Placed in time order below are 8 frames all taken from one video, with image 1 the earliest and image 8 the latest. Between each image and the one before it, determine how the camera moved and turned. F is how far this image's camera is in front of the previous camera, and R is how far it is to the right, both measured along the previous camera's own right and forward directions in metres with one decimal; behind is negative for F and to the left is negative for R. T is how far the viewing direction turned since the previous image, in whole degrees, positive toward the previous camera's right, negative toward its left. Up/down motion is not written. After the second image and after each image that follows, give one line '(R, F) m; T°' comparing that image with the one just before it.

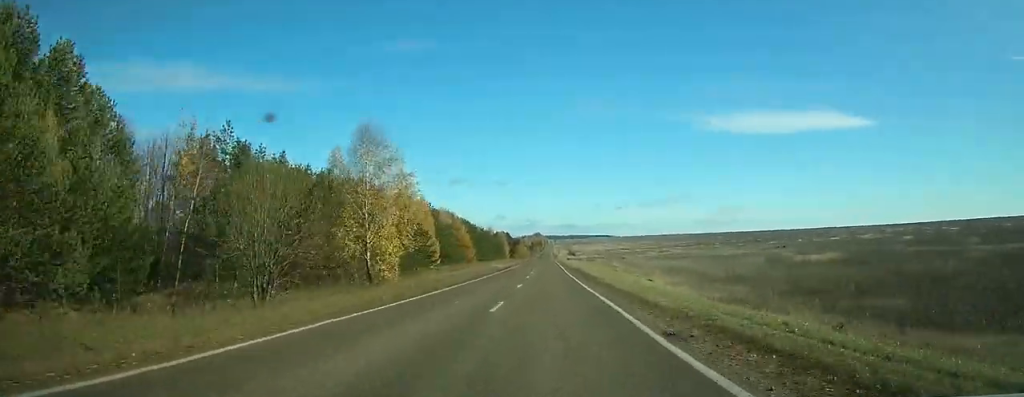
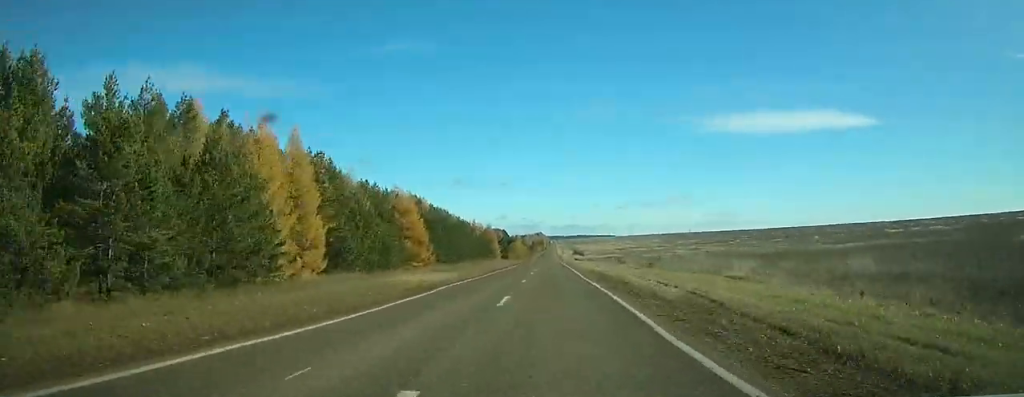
(+0.2, +46.0) m; 0°
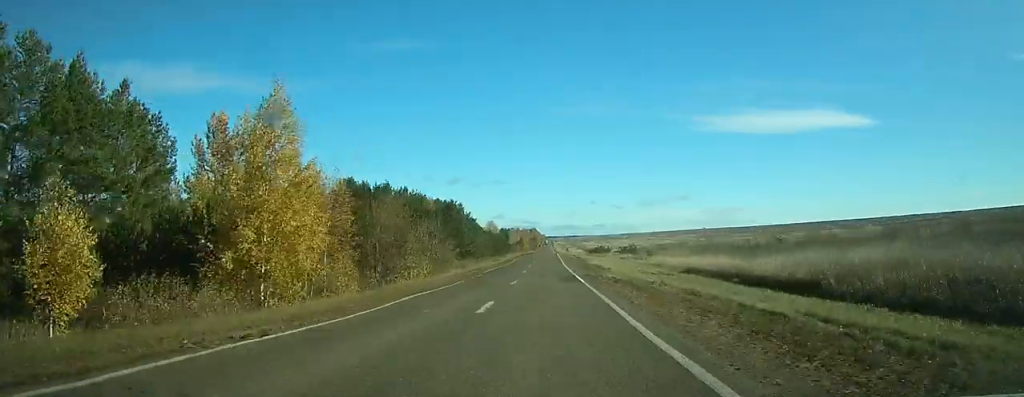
(+1.3, +157.3) m; +1°
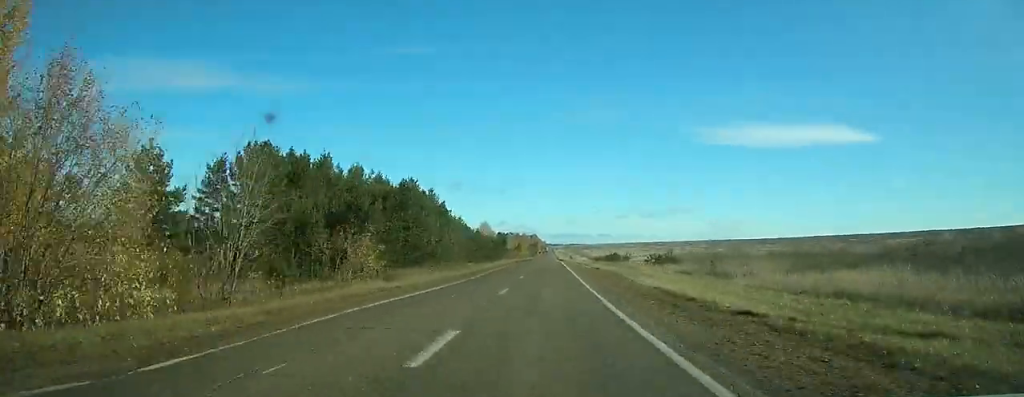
(0.0, +25.7) m; 0°
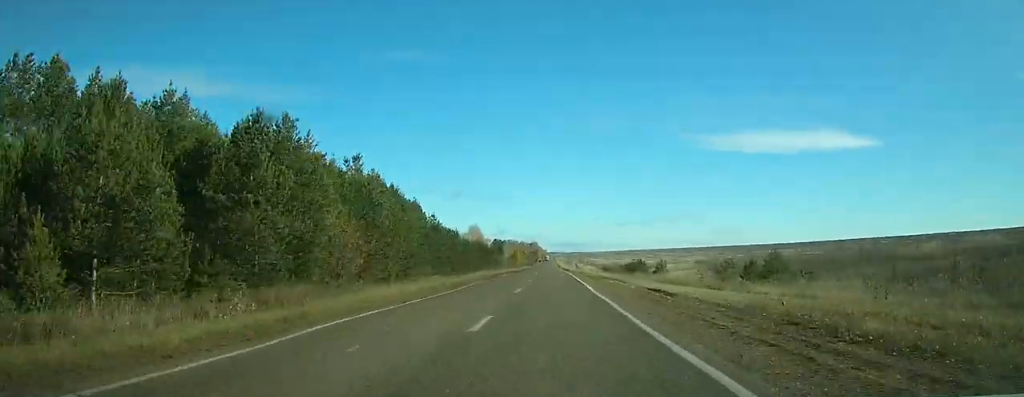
(+0.1, +26.7) m; 0°
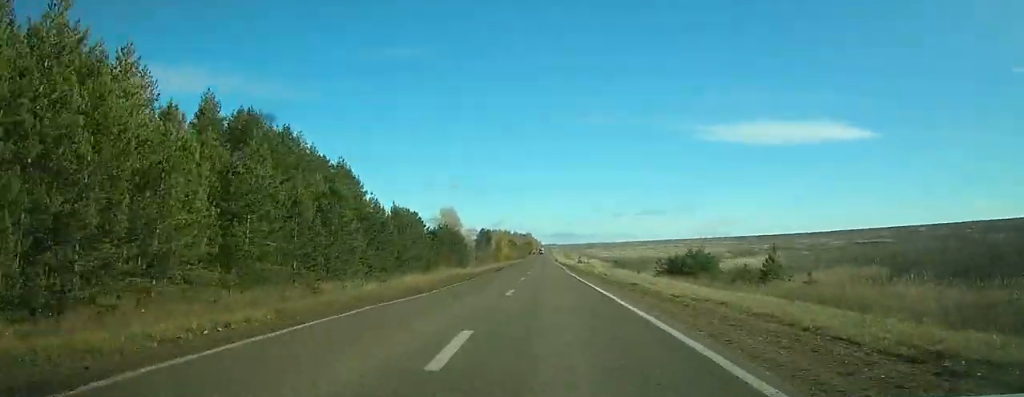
(0.0, +34.5) m; 0°
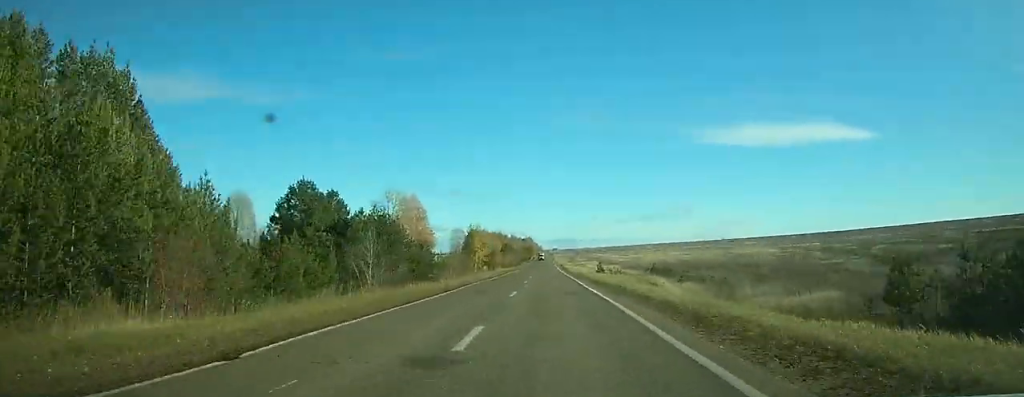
(0.0, +41.0) m; 0°
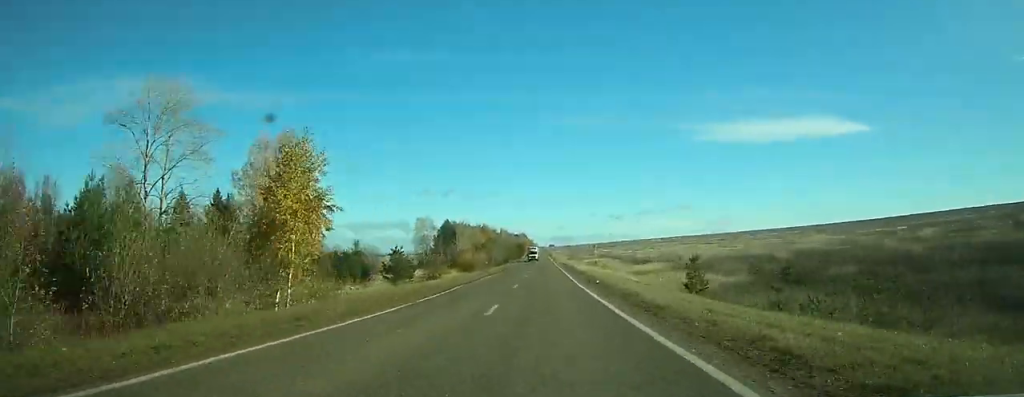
(0.0, +50.6) m; 0°
